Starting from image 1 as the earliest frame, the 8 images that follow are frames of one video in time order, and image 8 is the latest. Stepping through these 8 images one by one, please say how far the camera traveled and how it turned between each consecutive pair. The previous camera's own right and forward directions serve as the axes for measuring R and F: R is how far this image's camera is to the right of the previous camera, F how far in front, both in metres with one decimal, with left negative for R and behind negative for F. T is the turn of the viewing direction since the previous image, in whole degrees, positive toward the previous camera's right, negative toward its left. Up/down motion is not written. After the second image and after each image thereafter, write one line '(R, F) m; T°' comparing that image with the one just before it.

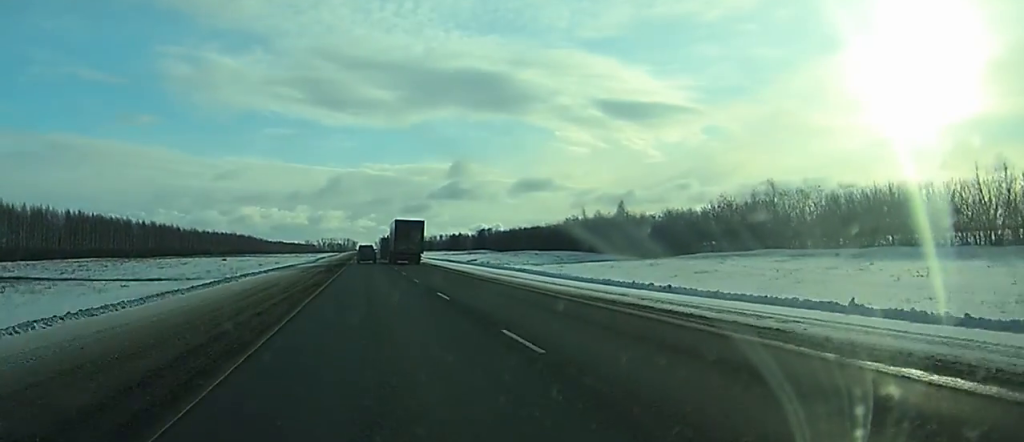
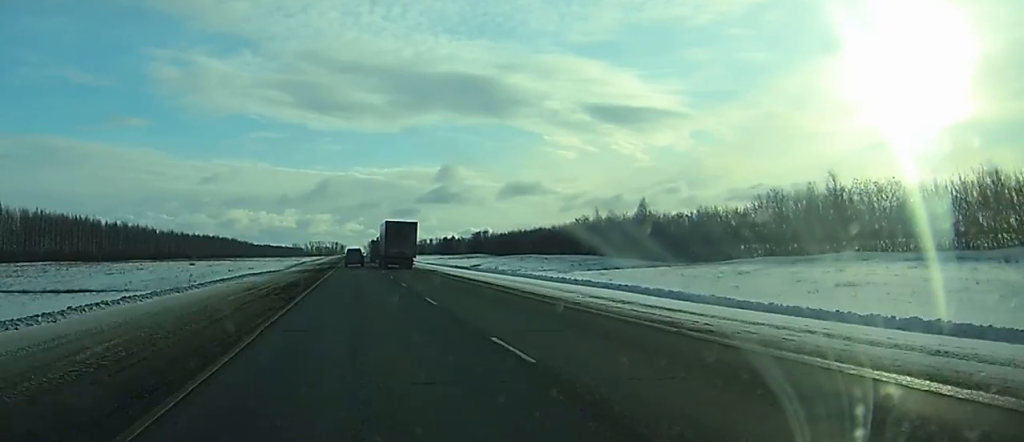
(0.0, +24.1) m; +1°
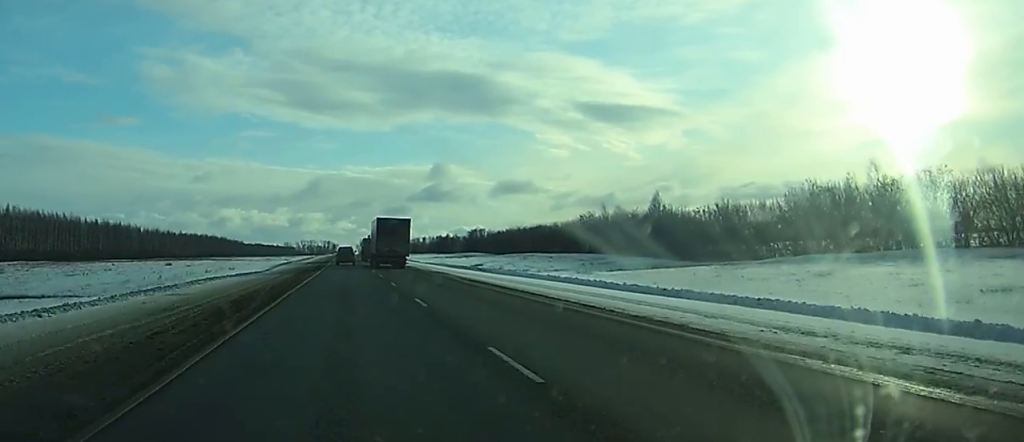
(+0.1, +13.5) m; 0°
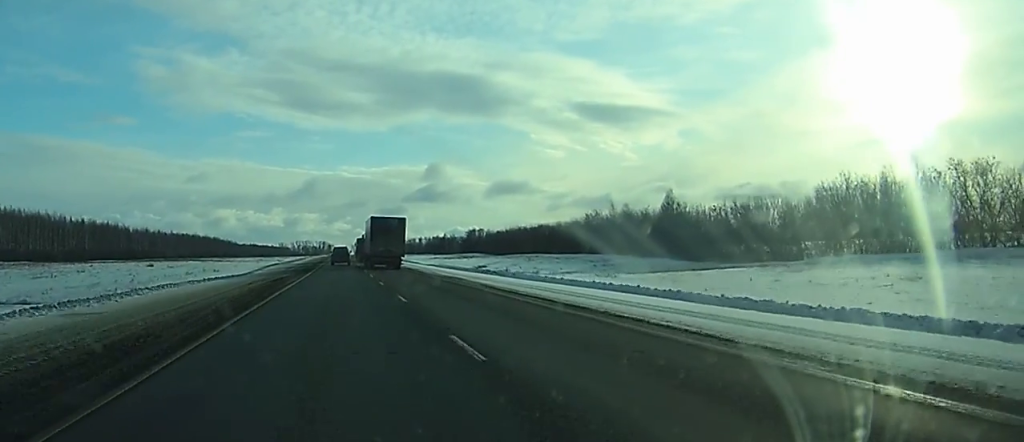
(+0.1, +10.2) m; 0°
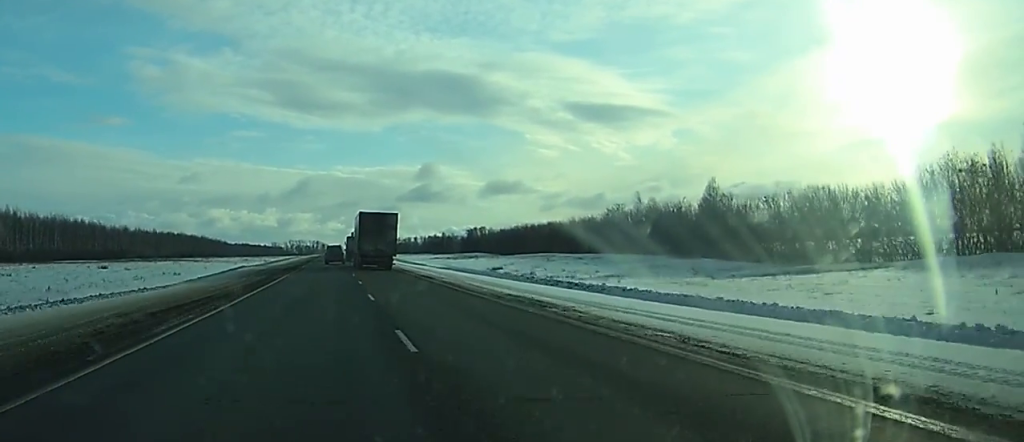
(+0.1, +23.0) m; 0°
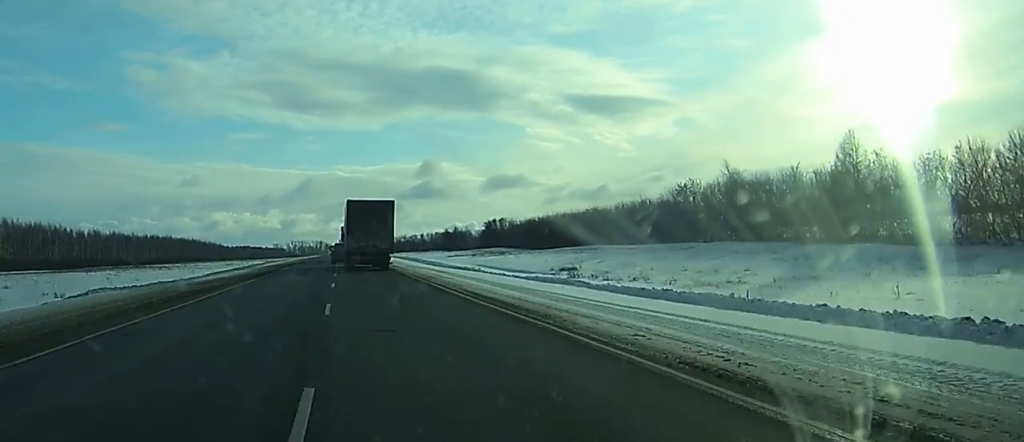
(+0.1, +42.6) m; 0°
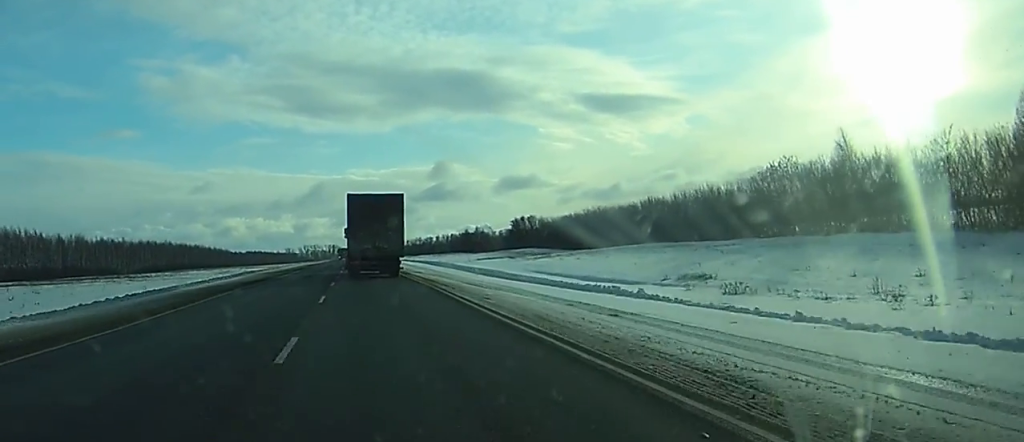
(0.0, +31.8) m; 0°
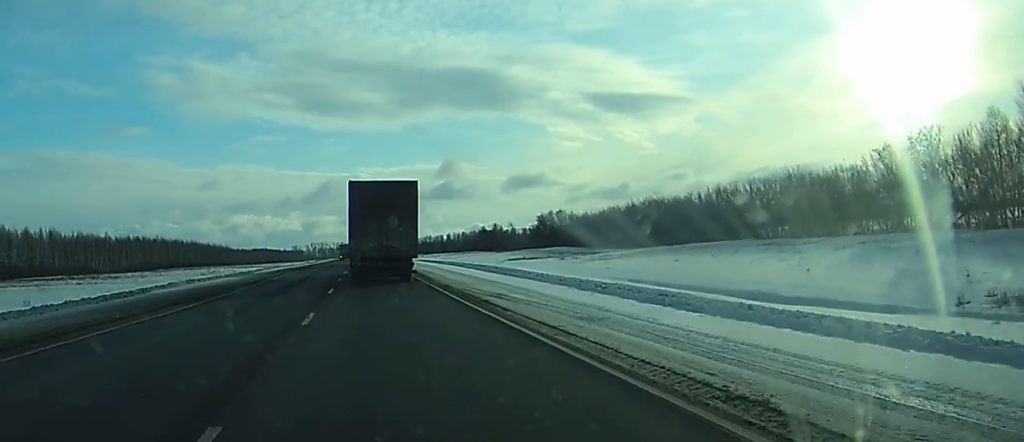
(-0.2, +31.4) m; -1°
